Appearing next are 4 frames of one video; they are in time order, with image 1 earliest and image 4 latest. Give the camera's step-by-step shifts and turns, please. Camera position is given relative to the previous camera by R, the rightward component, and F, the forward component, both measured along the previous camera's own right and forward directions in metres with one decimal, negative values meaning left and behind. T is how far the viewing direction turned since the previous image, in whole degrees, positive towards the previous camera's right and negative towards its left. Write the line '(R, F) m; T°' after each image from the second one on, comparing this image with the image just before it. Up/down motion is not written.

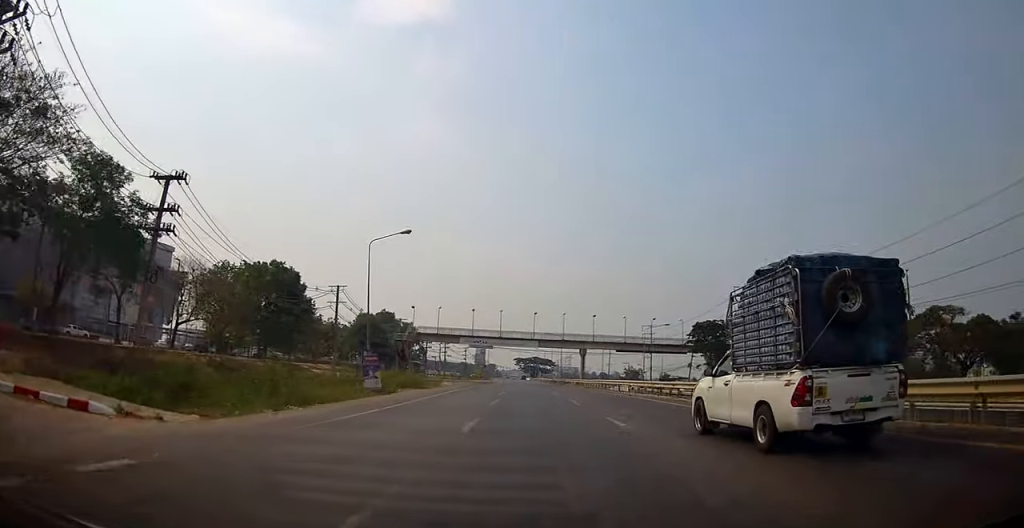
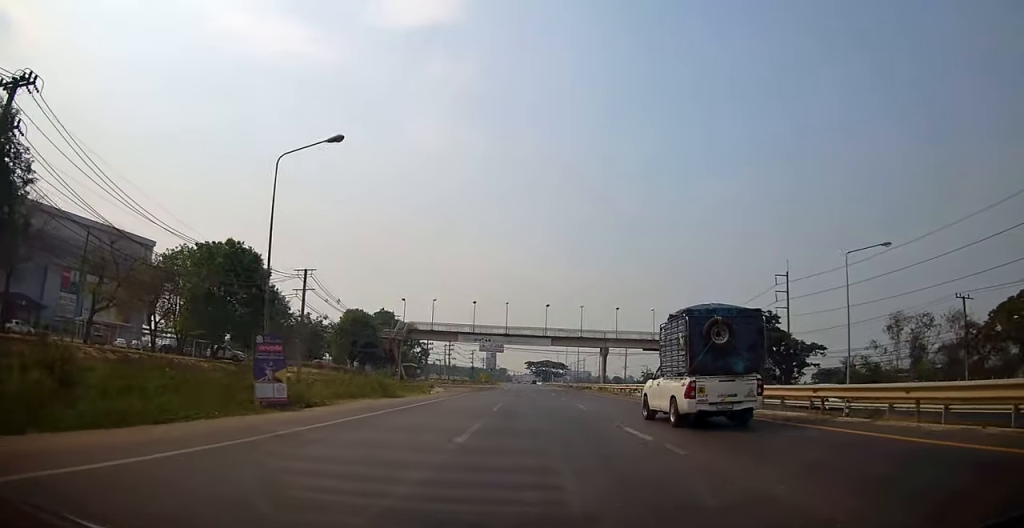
(-0.2, +14.8) m; -2°
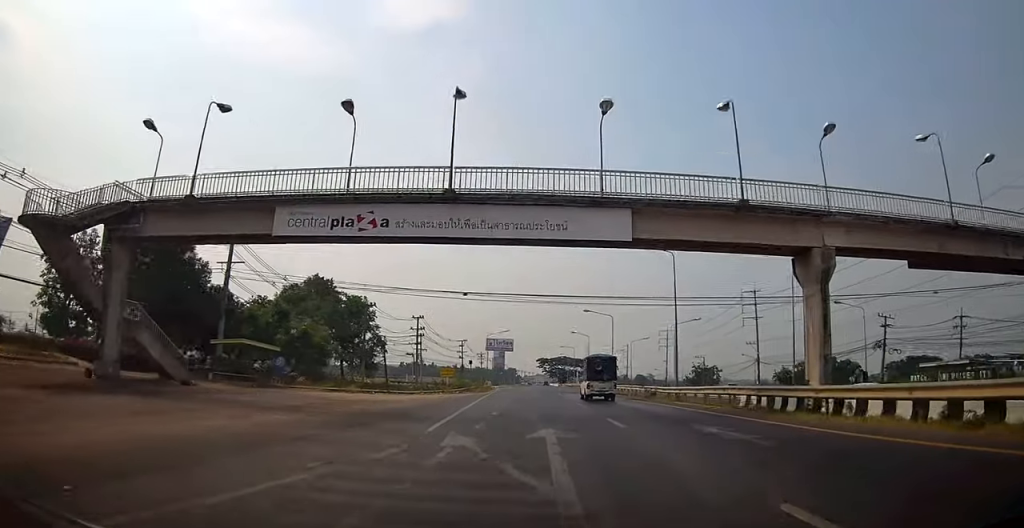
(-3.1, +59.5) m; -2°
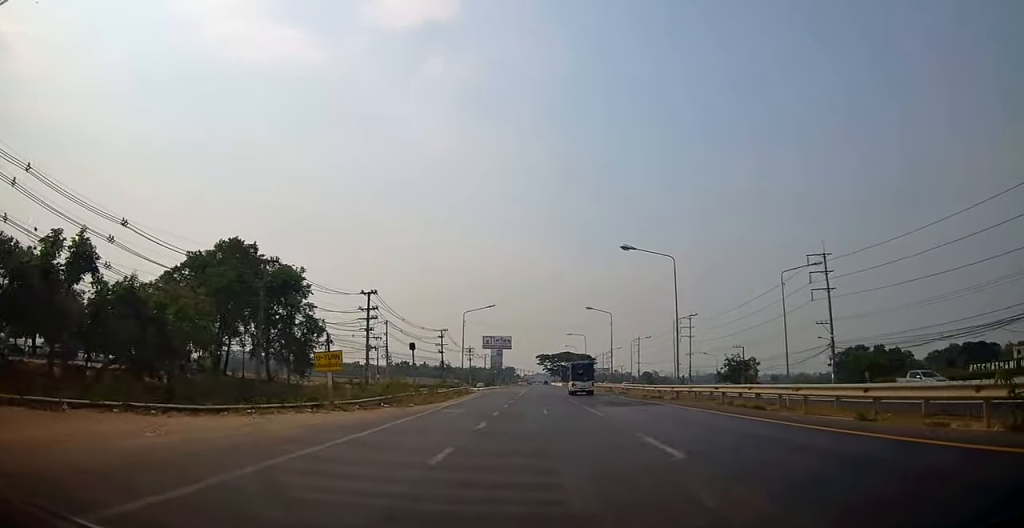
(+0.8, +30.6) m; 0°
